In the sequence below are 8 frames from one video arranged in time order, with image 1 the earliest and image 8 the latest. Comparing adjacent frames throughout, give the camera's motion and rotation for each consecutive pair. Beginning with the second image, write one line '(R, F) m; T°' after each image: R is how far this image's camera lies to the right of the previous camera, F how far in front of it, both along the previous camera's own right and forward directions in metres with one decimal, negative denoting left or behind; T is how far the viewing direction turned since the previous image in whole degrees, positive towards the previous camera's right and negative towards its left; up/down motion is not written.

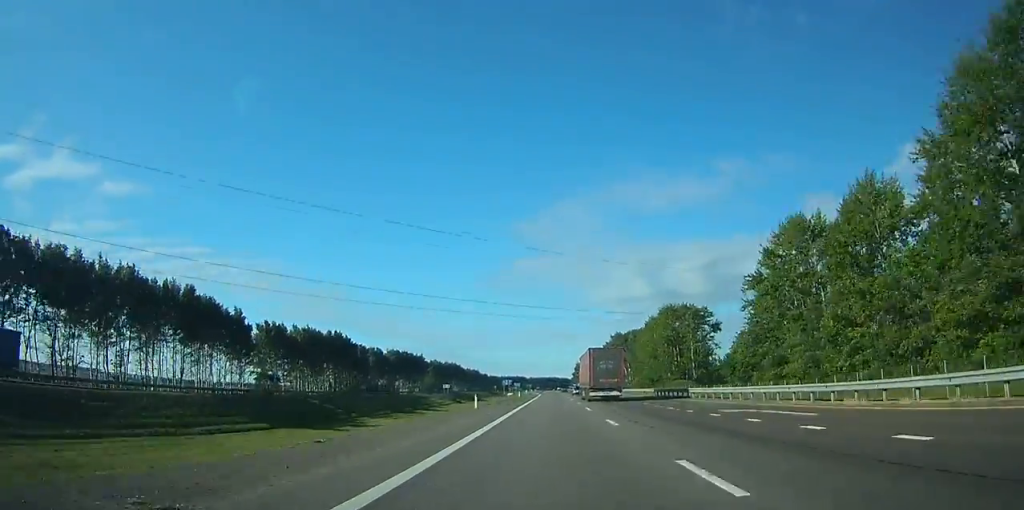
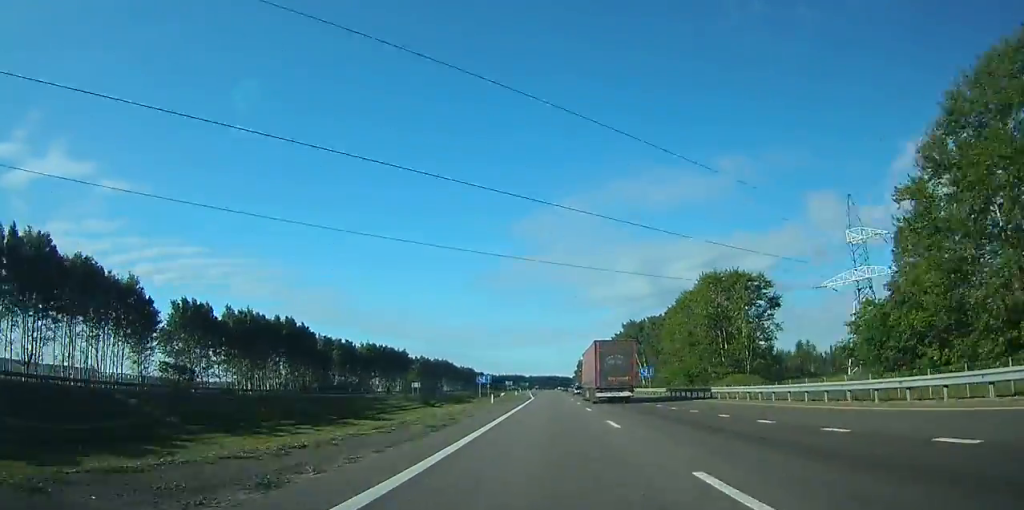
(0.0, +41.0) m; 0°
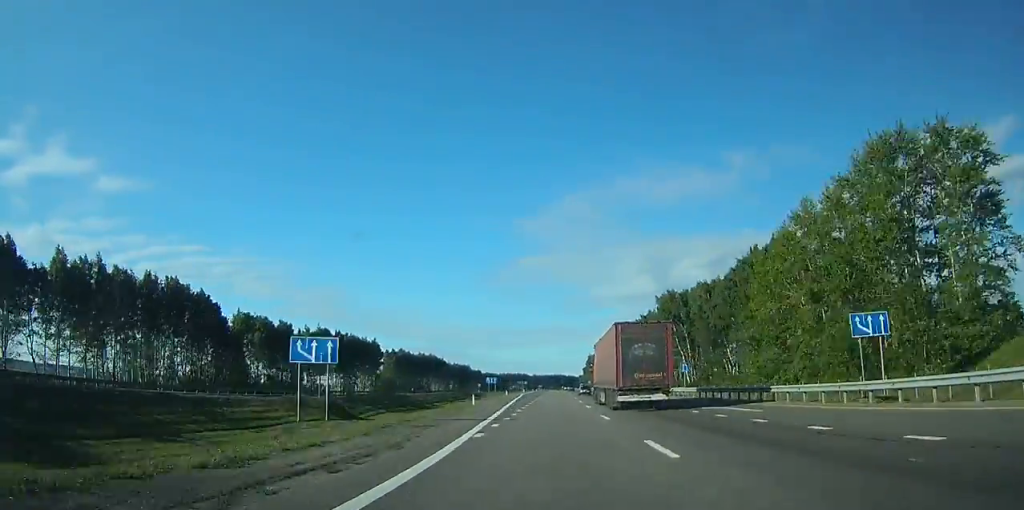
(-0.1, +57.7) m; 0°
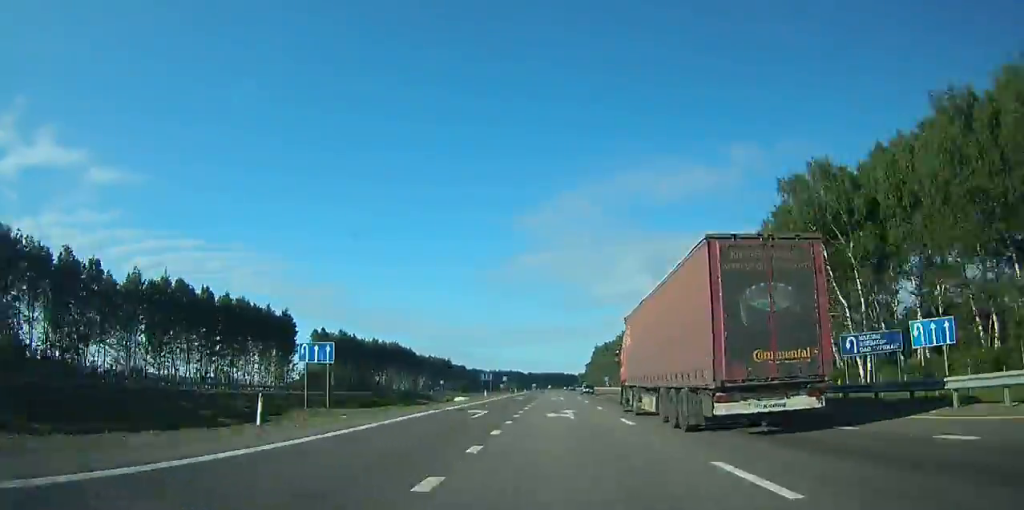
(0.0, +79.5) m; 0°
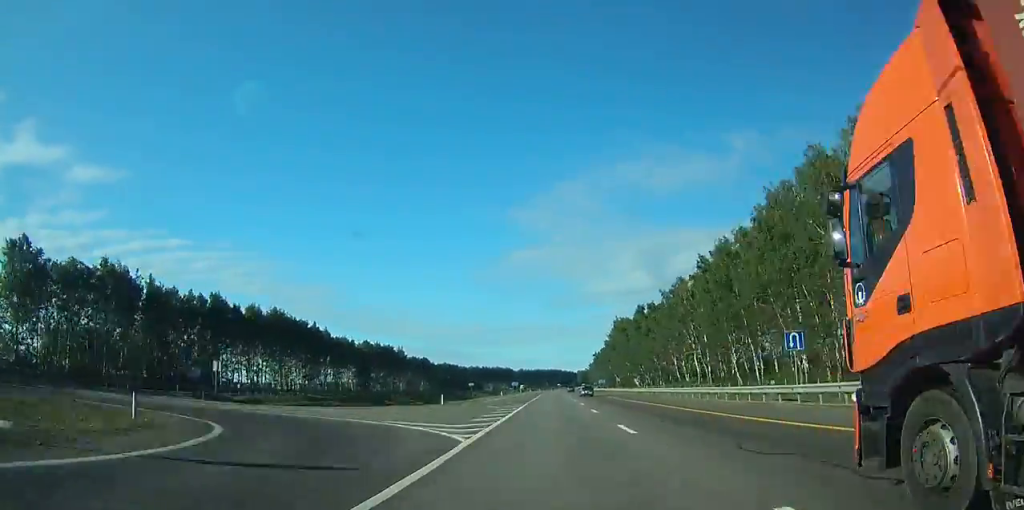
(+0.3, +112.0) m; 0°
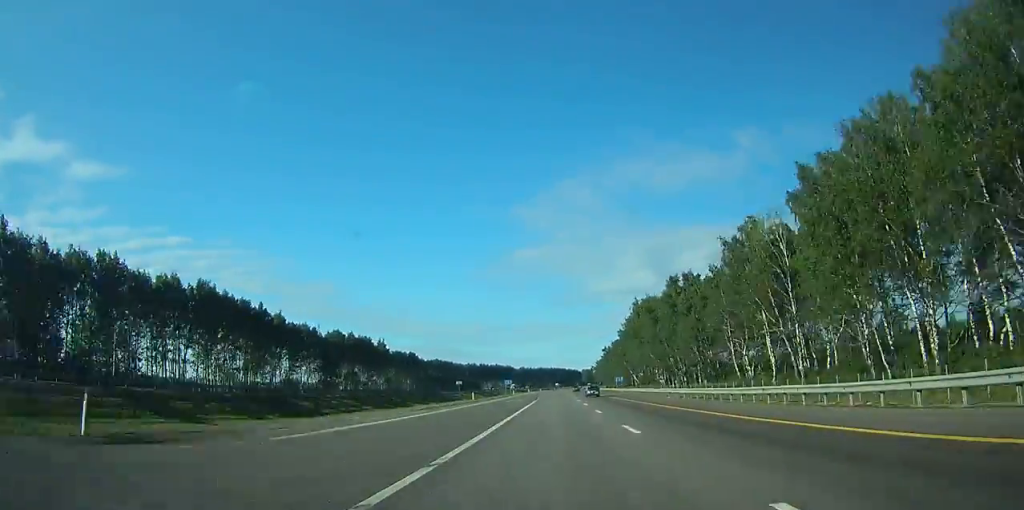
(-0.1, +35.3) m; 0°
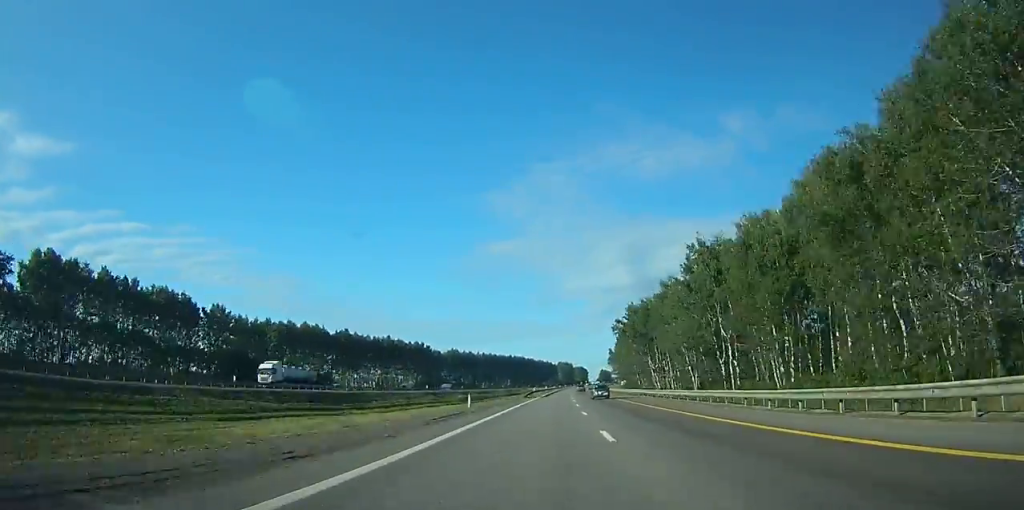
(+5.4, +242.9) m; +3°
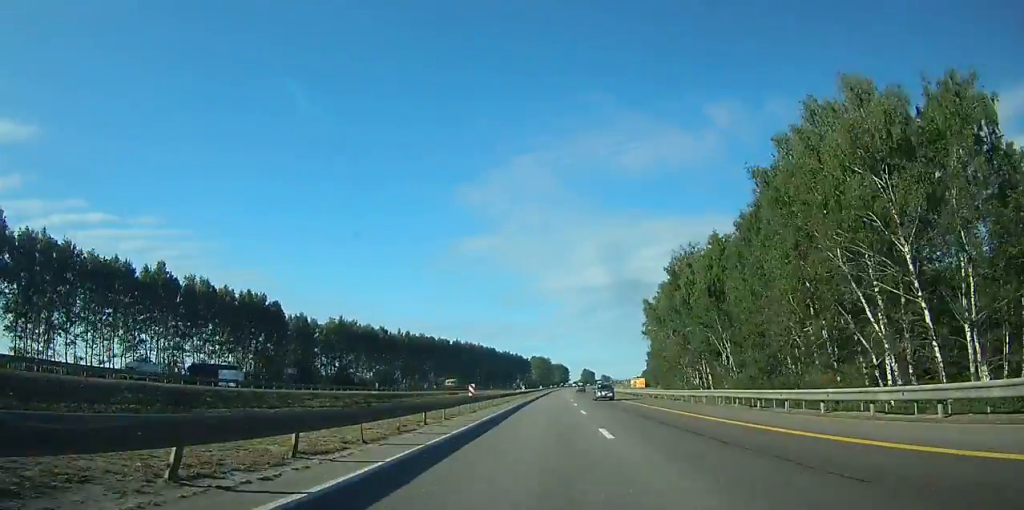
(+2.5, +135.1) m; +2°
